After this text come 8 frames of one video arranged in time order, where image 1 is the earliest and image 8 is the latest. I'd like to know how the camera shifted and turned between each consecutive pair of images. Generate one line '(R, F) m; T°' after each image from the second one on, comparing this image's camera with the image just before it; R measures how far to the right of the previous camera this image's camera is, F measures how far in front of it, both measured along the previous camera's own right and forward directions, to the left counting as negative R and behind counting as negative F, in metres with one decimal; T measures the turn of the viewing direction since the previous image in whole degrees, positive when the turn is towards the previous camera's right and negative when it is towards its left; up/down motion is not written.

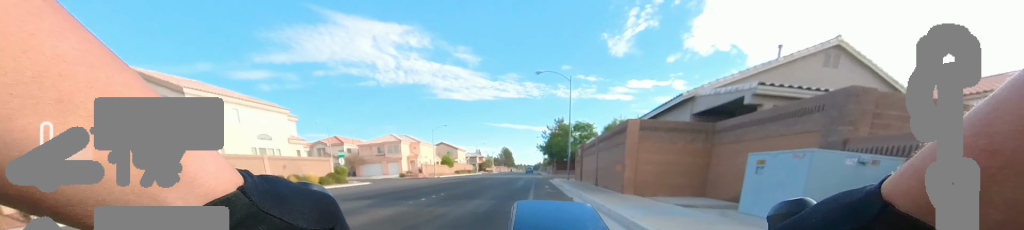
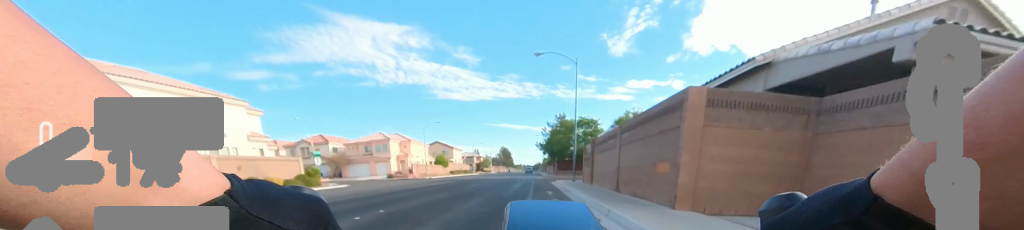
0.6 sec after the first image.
(0.0, +4.8) m; 0°
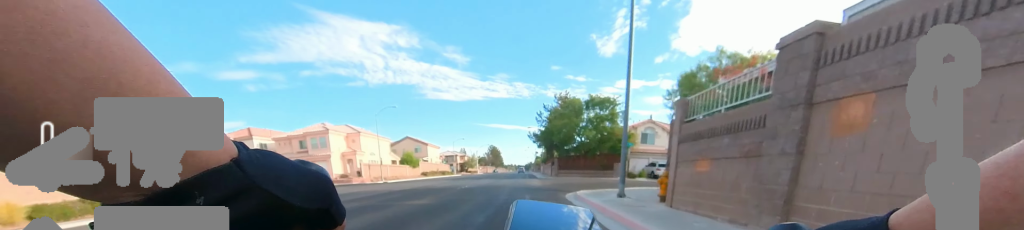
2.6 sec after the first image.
(0.0, +15.4) m; 0°
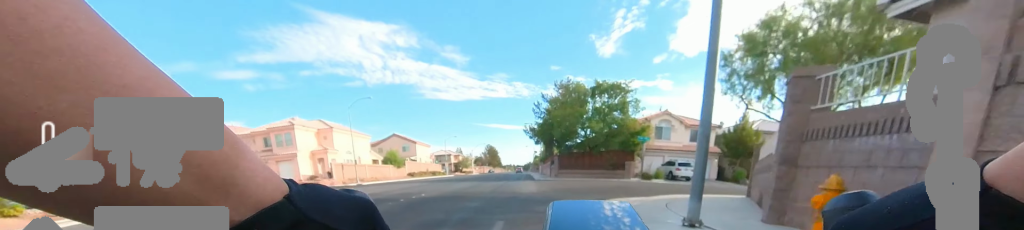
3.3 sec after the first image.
(0.0, +5.8) m; -1°
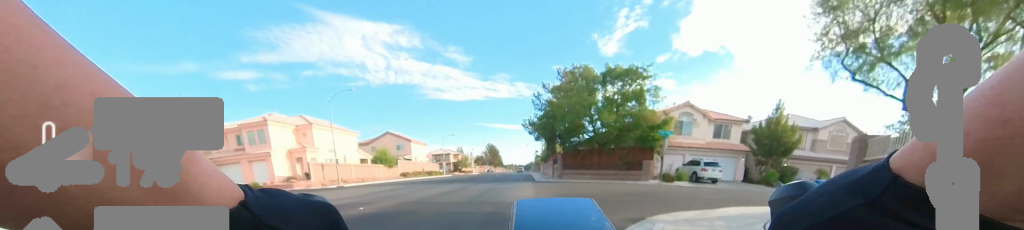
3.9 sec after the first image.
(+0.1, +4.3) m; -2°
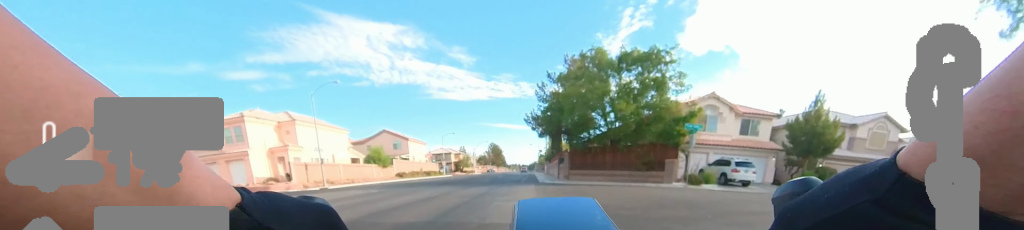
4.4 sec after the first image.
(-0.1, +3.5) m; -2°
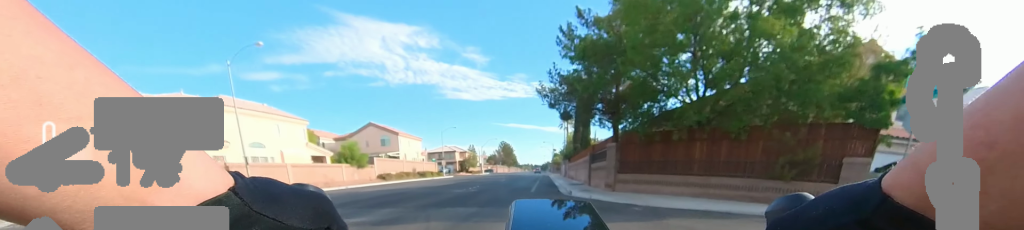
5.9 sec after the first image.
(-0.9, +11.9) m; -2°
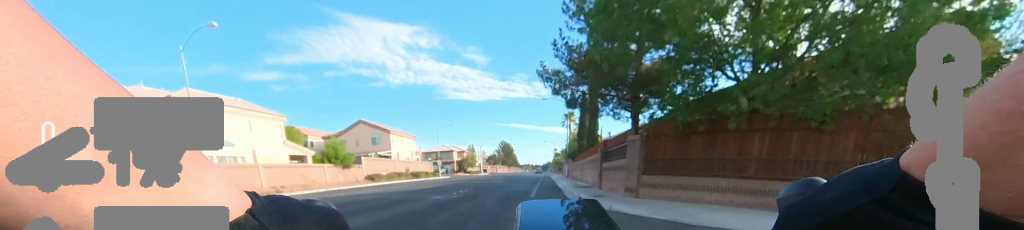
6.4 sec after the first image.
(0.0, +3.3) m; +2°
